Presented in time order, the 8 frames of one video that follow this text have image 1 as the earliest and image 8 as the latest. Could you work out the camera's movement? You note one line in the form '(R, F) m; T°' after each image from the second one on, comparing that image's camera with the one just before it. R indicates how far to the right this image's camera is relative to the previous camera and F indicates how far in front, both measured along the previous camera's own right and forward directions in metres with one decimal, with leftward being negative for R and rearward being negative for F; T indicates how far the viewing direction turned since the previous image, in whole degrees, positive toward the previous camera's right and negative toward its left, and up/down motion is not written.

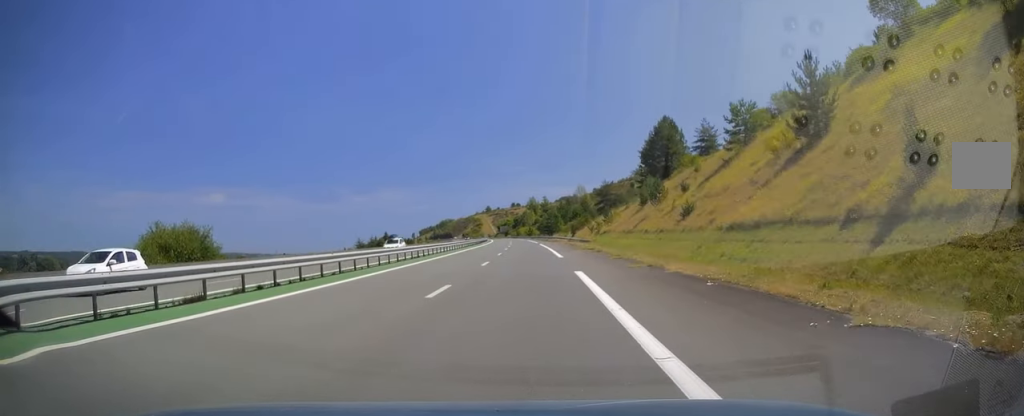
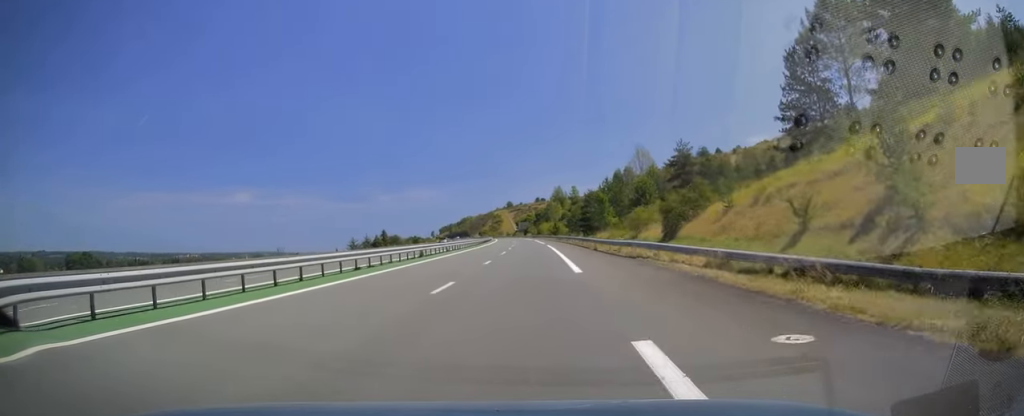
(-1.3, +64.3) m; -2°
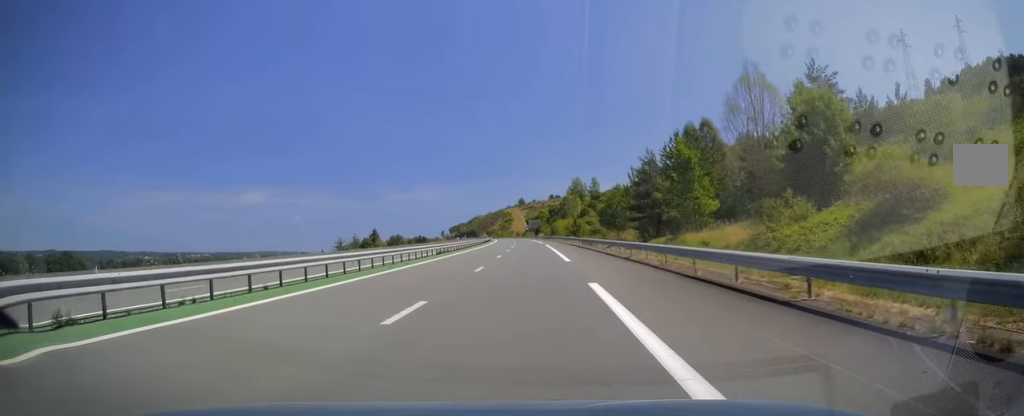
(-0.5, +43.9) m; -2°
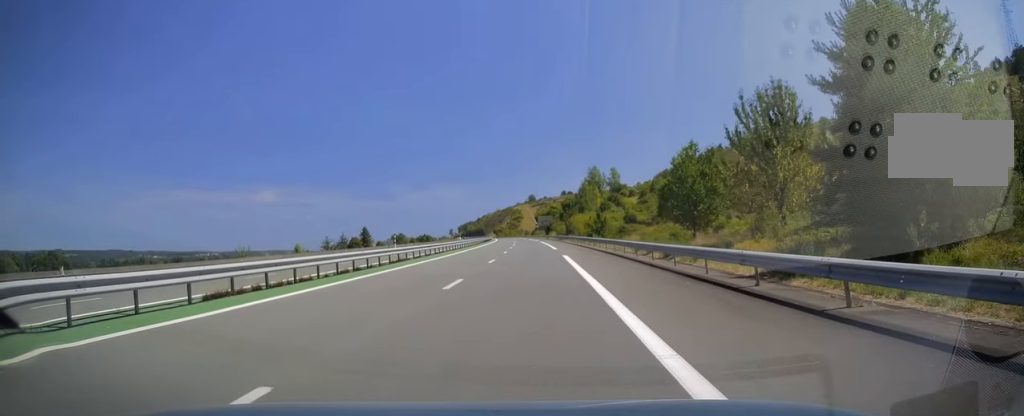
(-0.4, +33.1) m; -1°
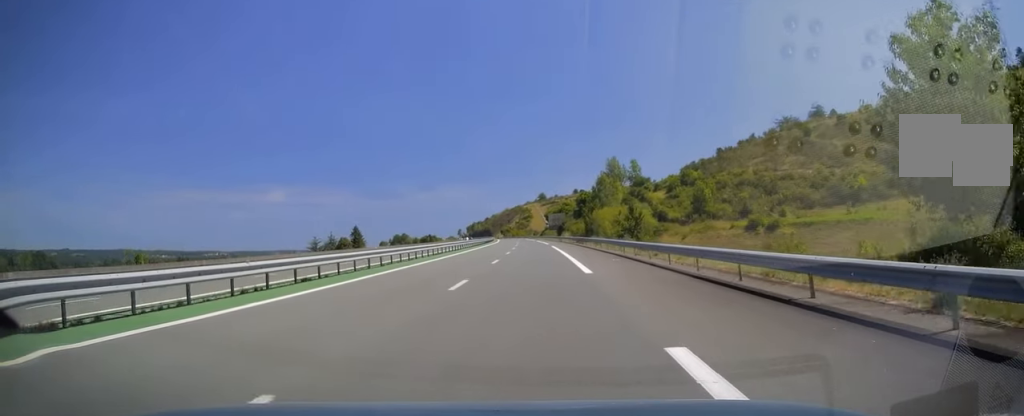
(0.0, +26.3) m; 0°
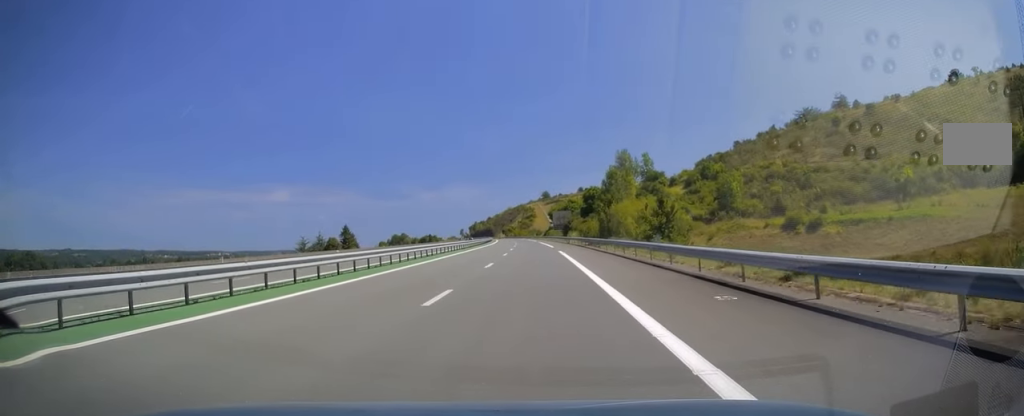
(+0.1, +16.1) m; -1°
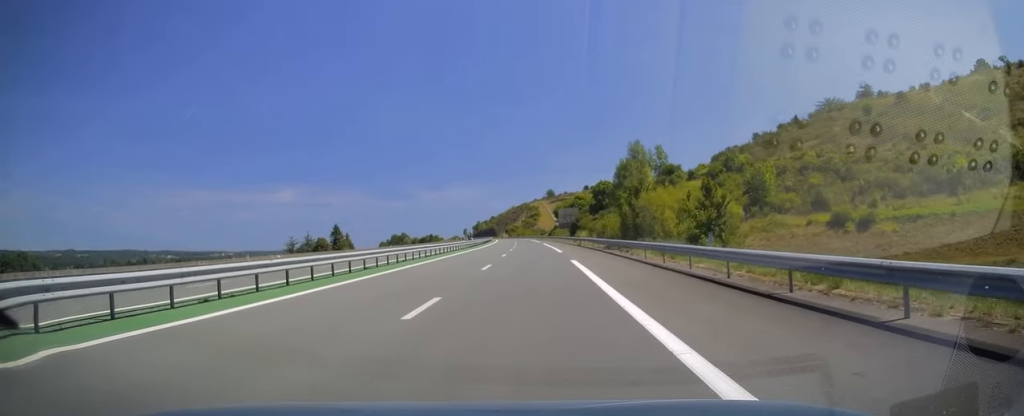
(-0.2, +14.6) m; -1°
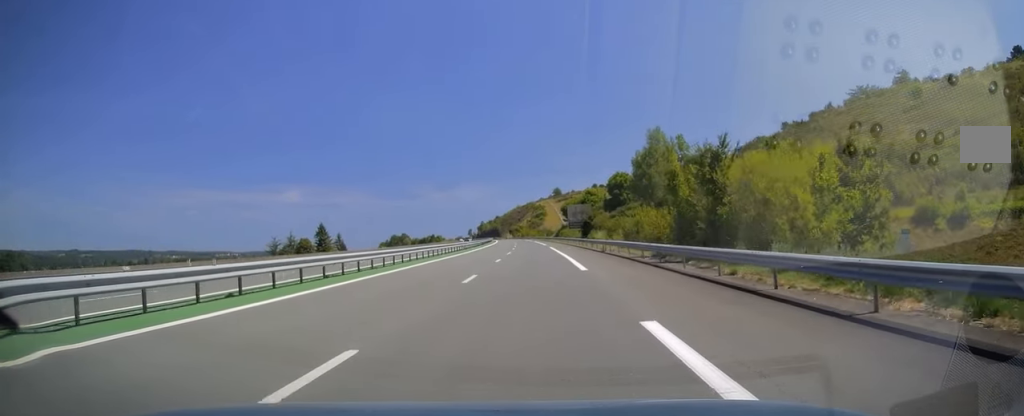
(-0.1, +19.0) m; -1°
